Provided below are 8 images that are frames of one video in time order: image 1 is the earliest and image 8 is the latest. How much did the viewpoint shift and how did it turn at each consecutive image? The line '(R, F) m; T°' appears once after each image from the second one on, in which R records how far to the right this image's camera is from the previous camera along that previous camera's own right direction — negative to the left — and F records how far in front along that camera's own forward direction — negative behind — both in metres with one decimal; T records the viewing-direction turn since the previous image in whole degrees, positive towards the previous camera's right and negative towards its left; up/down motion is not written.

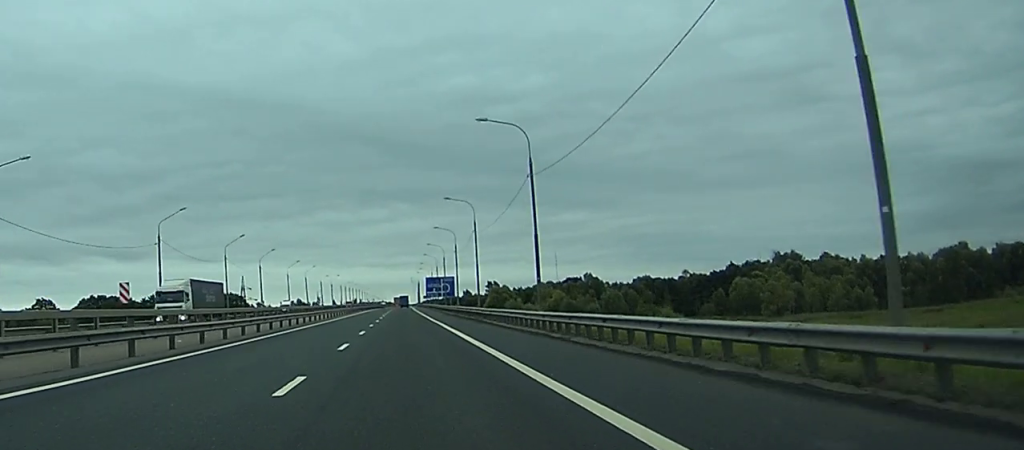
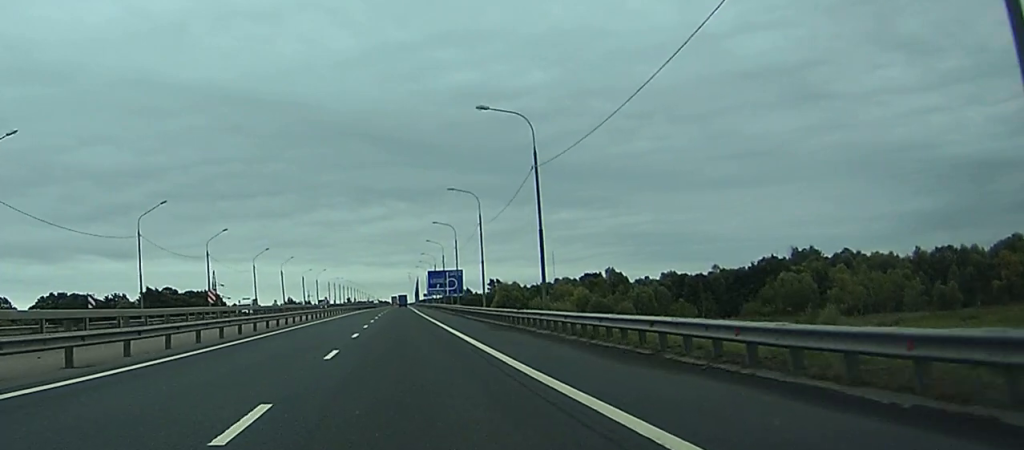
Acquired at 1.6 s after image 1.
(0.0, +39.0) m; -1°
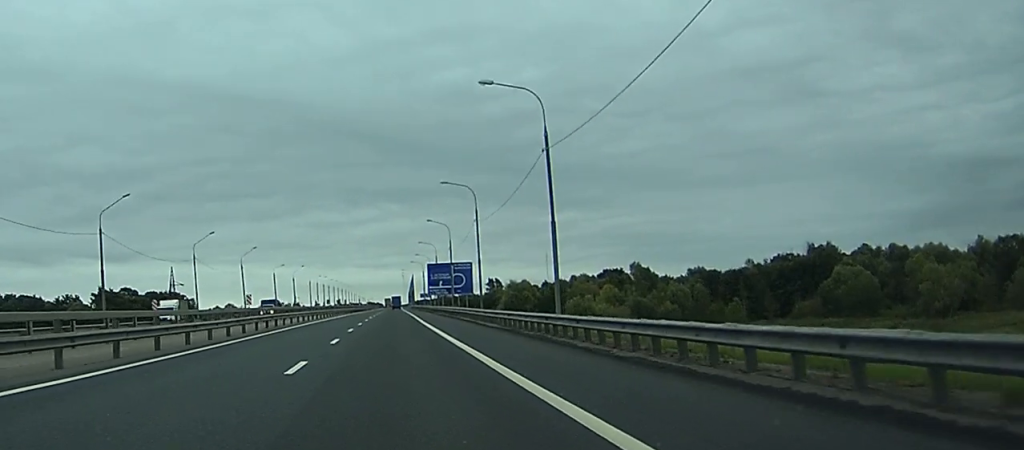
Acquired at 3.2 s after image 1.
(-0.3, +38.5) m; -1°
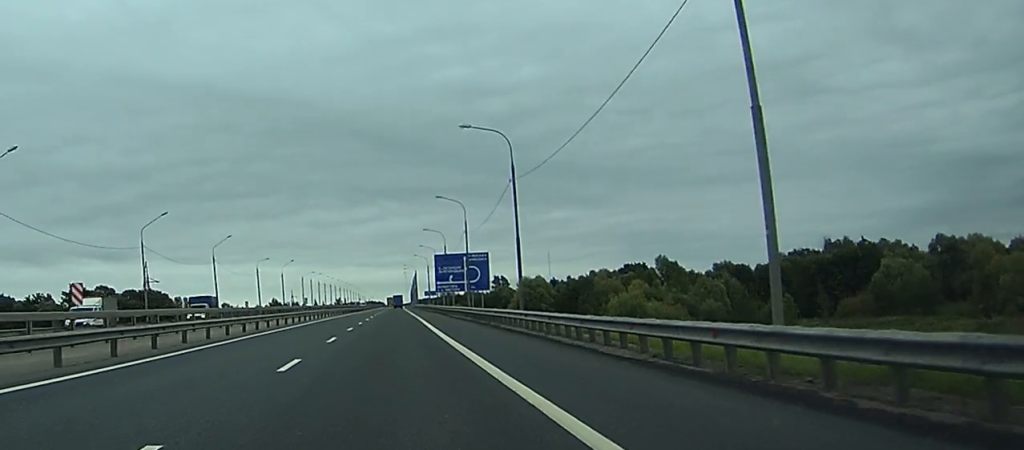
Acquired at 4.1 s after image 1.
(0.0, +23.2) m; 0°
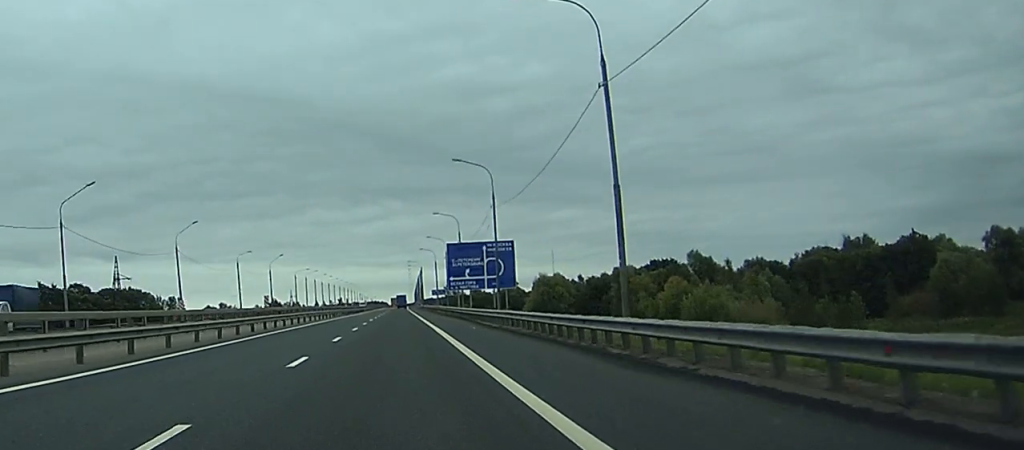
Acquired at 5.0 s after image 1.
(0.0, +22.5) m; 0°
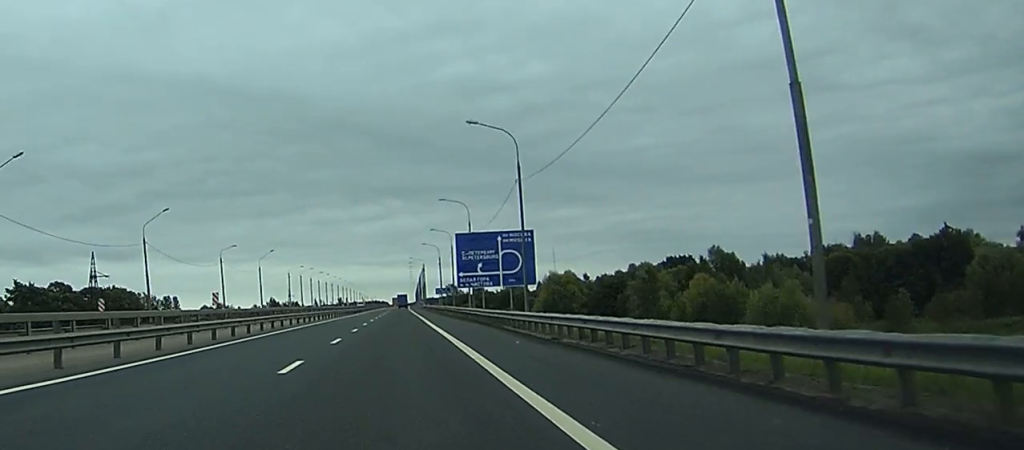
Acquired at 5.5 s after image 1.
(+0.1, +13.4) m; 0°
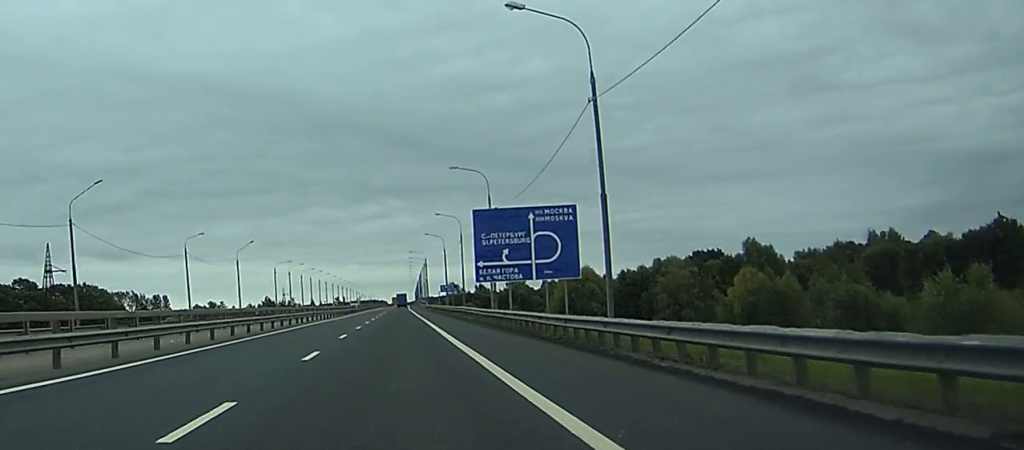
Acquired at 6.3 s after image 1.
(+0.1, +20.0) m; 0°
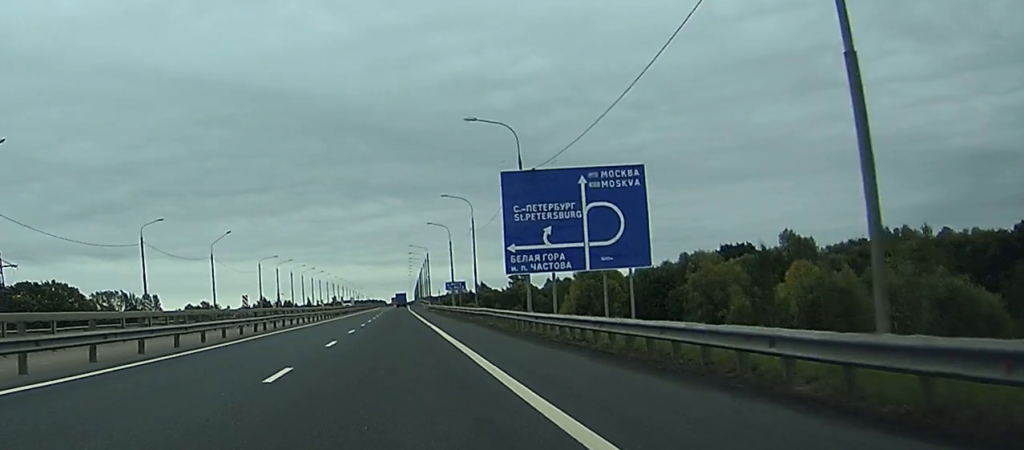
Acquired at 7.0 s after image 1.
(0.0, +17.5) m; 0°
